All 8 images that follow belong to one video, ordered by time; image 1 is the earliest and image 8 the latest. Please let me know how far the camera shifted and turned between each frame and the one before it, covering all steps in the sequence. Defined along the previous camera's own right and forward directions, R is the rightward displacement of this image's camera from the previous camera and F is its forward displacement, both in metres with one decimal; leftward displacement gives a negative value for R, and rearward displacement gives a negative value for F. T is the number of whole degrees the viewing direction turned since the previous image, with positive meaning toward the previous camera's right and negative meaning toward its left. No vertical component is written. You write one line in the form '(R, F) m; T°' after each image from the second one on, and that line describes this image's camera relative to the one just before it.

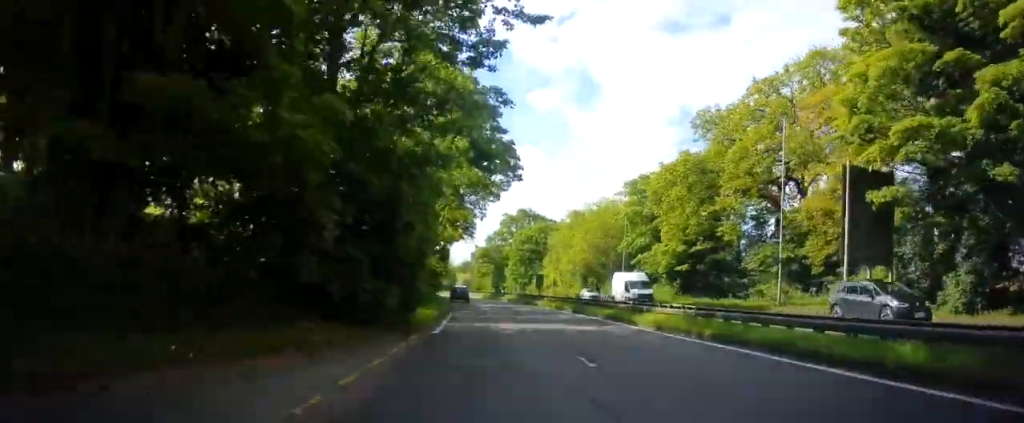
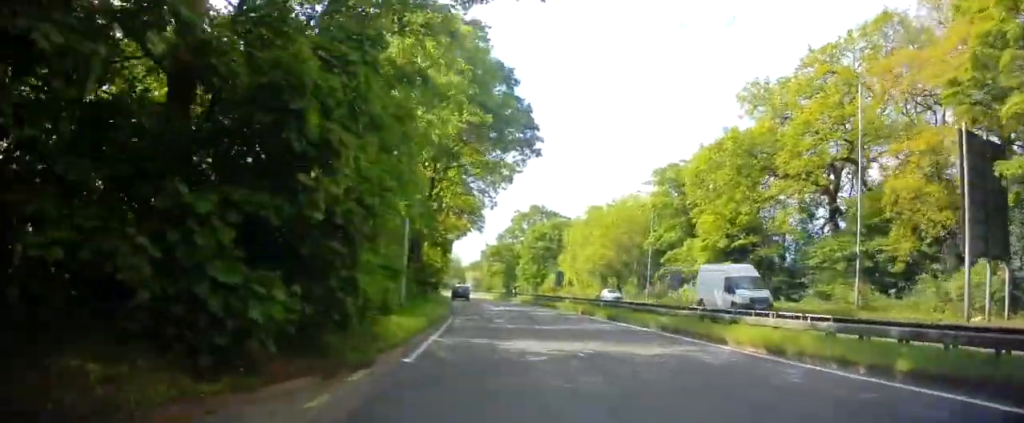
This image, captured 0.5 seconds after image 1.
(-0.1, +7.3) m; -1°
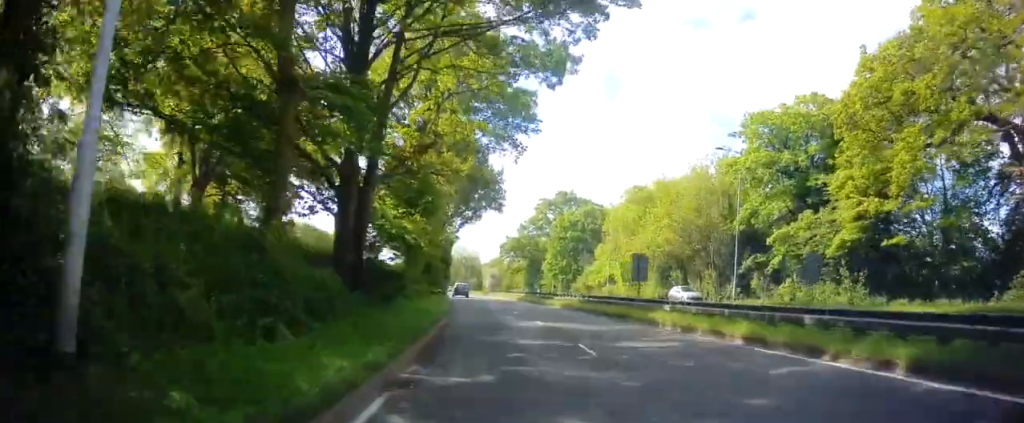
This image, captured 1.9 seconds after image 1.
(-0.6, +18.6) m; -3°
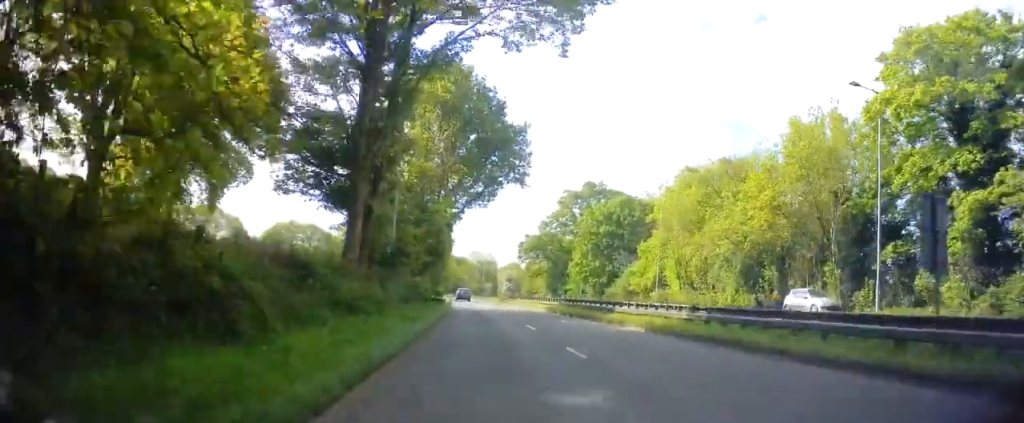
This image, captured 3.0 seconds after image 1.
(-0.4, +17.0) m; -2°
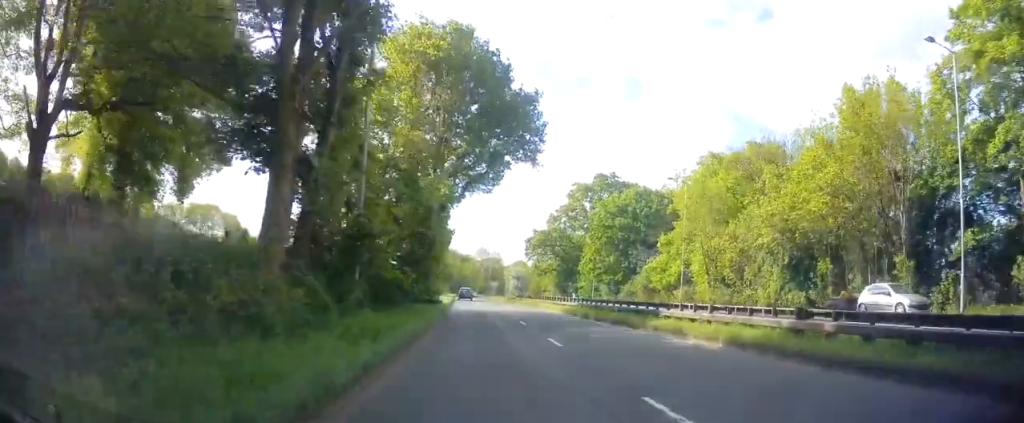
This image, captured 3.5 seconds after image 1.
(-0.1, +6.4) m; -1°
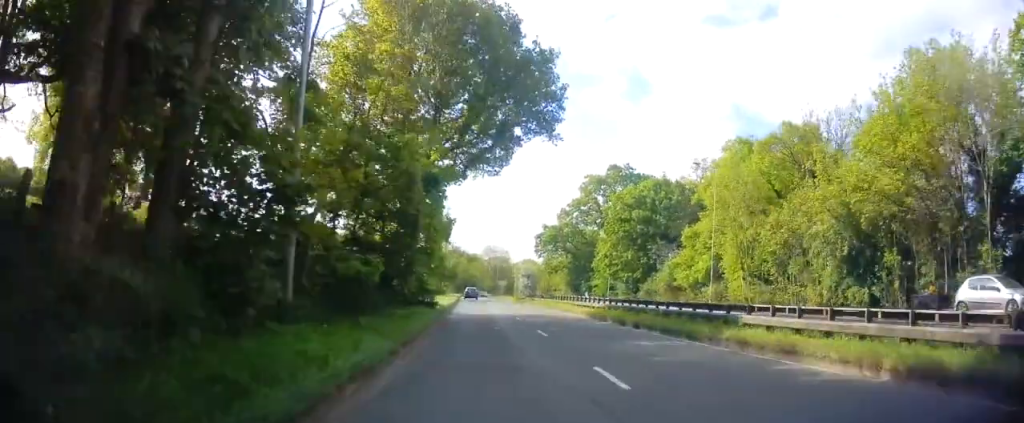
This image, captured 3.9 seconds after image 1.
(0.0, +5.9) m; 0°
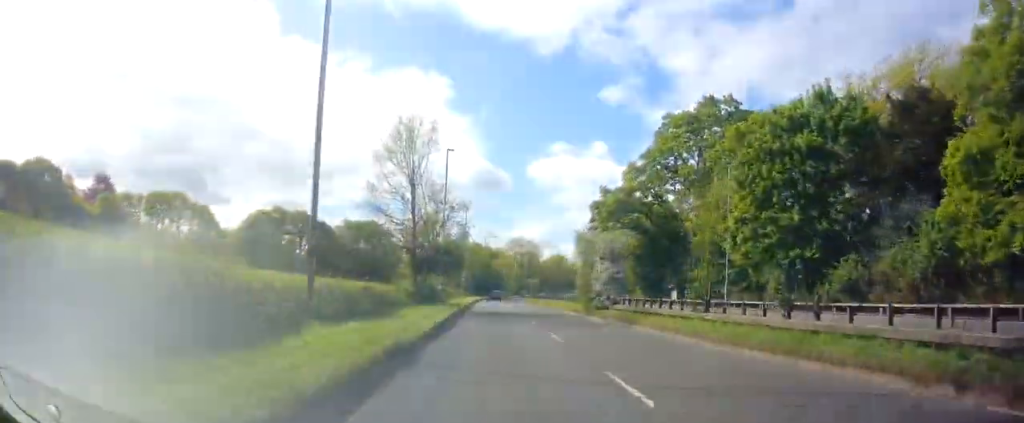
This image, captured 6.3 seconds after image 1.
(-0.2, +35.2) m; 0°
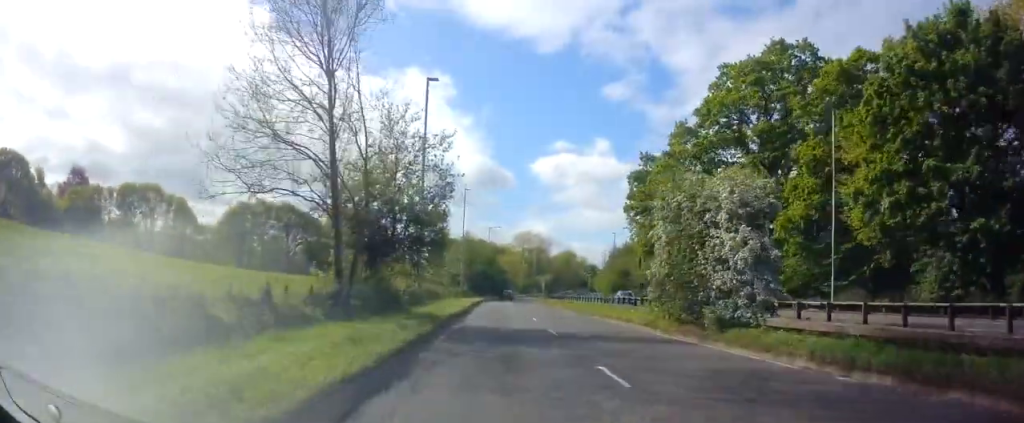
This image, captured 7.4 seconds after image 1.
(-0.1, +16.1) m; -1°
